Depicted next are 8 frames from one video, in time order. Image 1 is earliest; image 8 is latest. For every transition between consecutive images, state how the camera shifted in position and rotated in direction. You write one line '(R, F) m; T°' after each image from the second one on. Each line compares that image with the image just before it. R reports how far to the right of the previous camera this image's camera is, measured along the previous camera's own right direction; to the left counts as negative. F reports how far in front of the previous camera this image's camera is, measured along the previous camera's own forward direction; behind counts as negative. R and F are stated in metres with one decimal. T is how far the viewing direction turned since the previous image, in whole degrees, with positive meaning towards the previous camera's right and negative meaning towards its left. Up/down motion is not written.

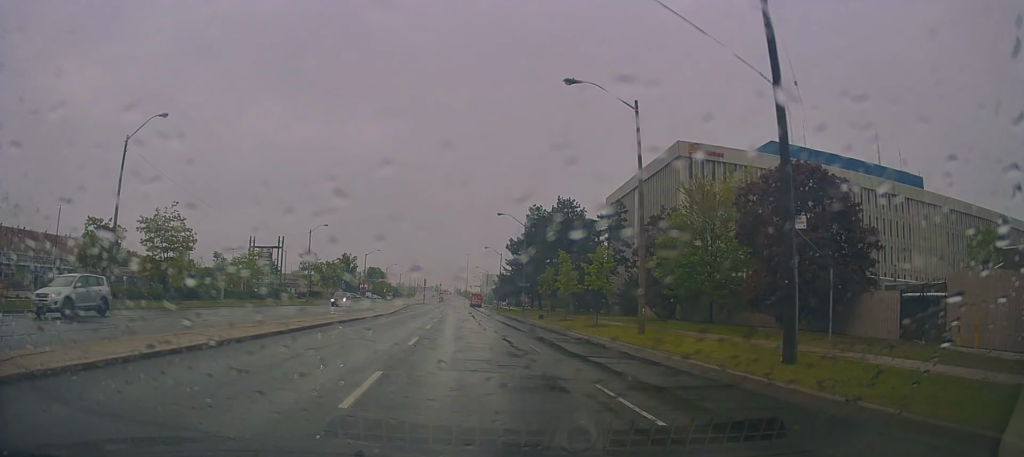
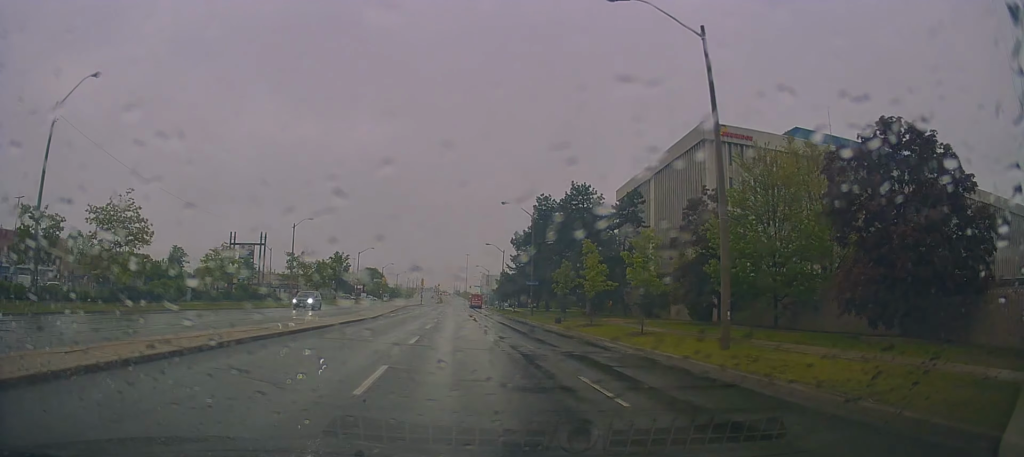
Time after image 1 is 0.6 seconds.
(-0.1, +8.0) m; 0°
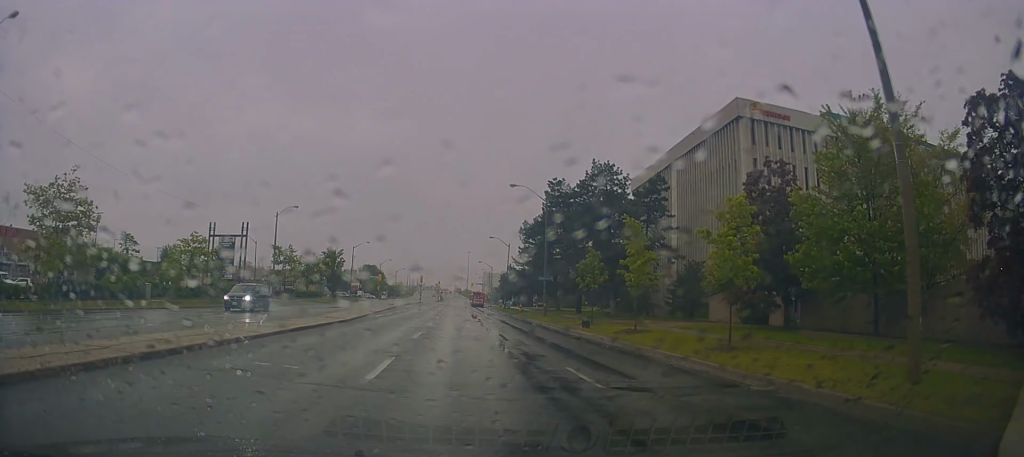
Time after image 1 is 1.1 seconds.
(-0.2, +8.0) m; 0°
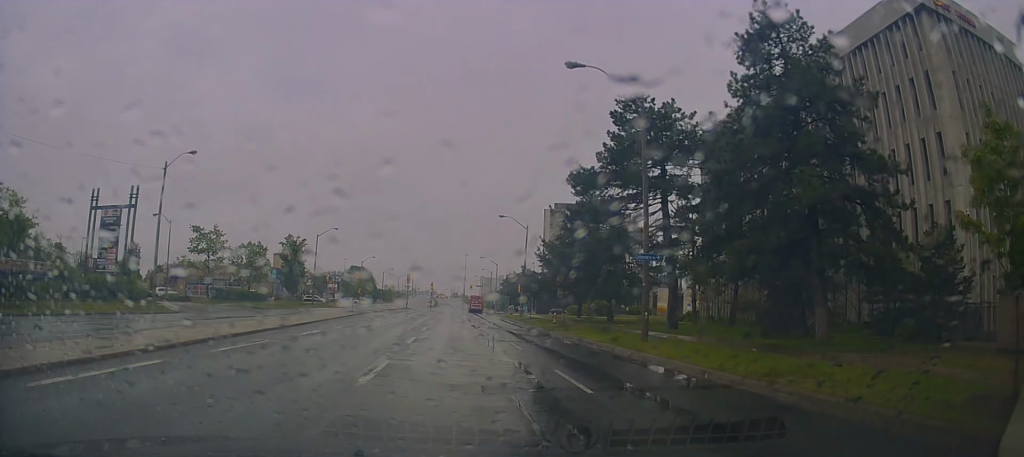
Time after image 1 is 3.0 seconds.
(+0.1, +27.2) m; 0°
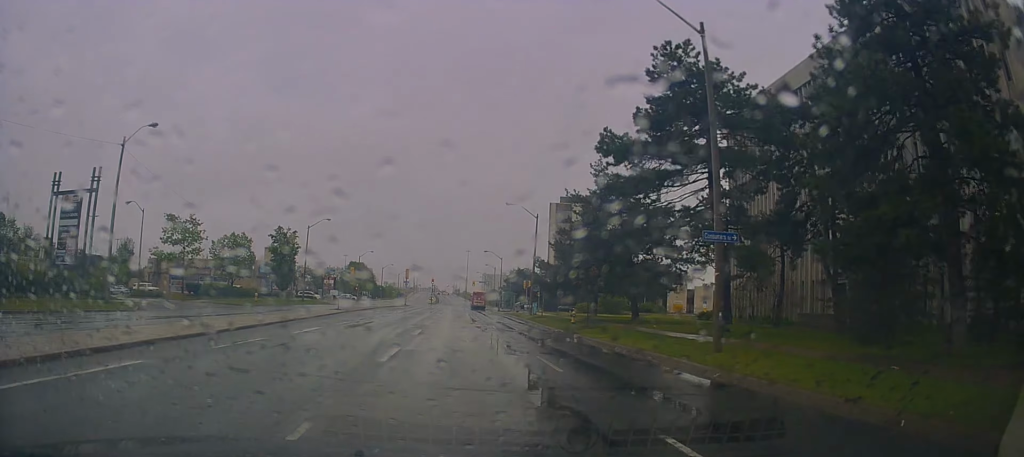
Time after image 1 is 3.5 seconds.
(0.0, +6.6) m; 0°
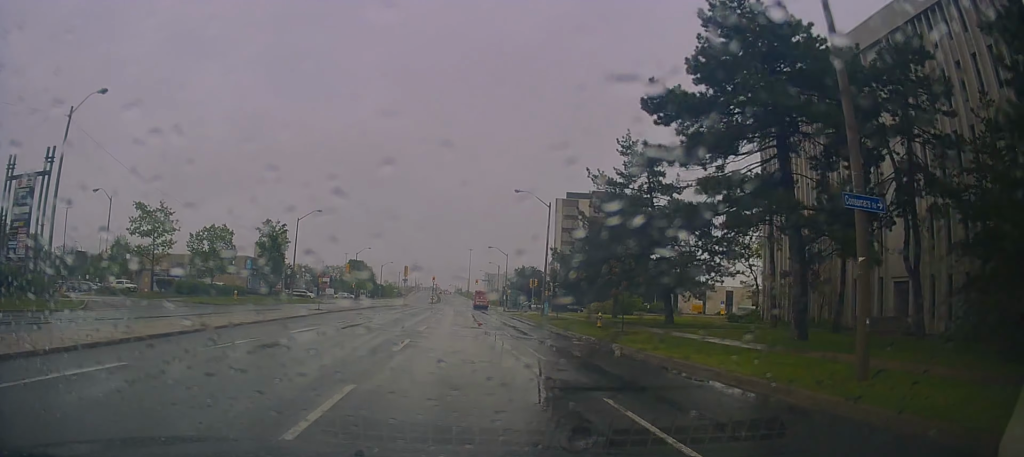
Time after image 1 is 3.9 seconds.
(+0.2, +6.2) m; 0°
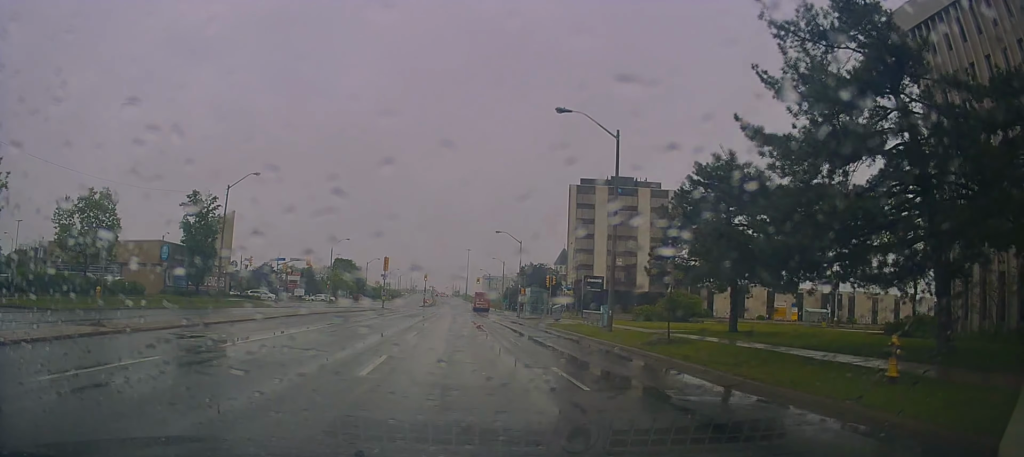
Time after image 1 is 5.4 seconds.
(-0.4, +22.8) m; 0°
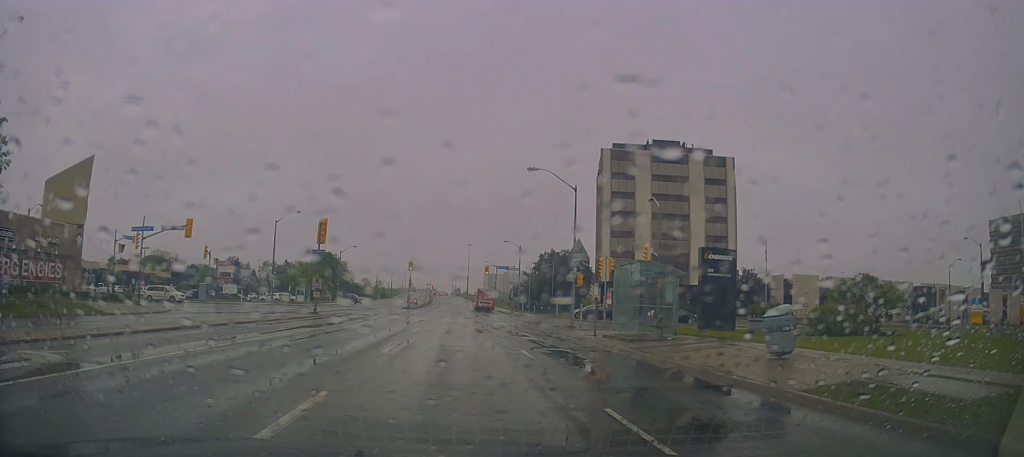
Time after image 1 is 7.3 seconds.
(+0.6, +31.9) m; +2°
